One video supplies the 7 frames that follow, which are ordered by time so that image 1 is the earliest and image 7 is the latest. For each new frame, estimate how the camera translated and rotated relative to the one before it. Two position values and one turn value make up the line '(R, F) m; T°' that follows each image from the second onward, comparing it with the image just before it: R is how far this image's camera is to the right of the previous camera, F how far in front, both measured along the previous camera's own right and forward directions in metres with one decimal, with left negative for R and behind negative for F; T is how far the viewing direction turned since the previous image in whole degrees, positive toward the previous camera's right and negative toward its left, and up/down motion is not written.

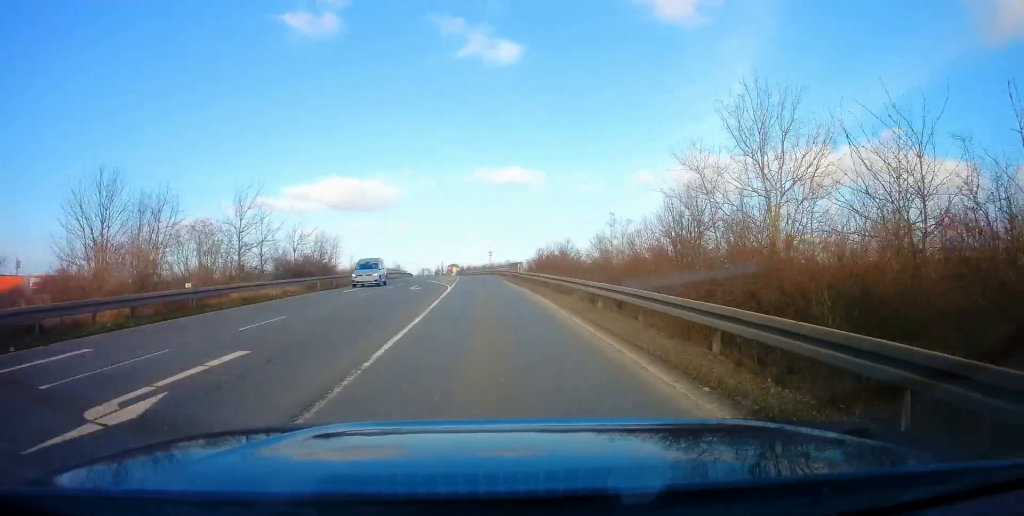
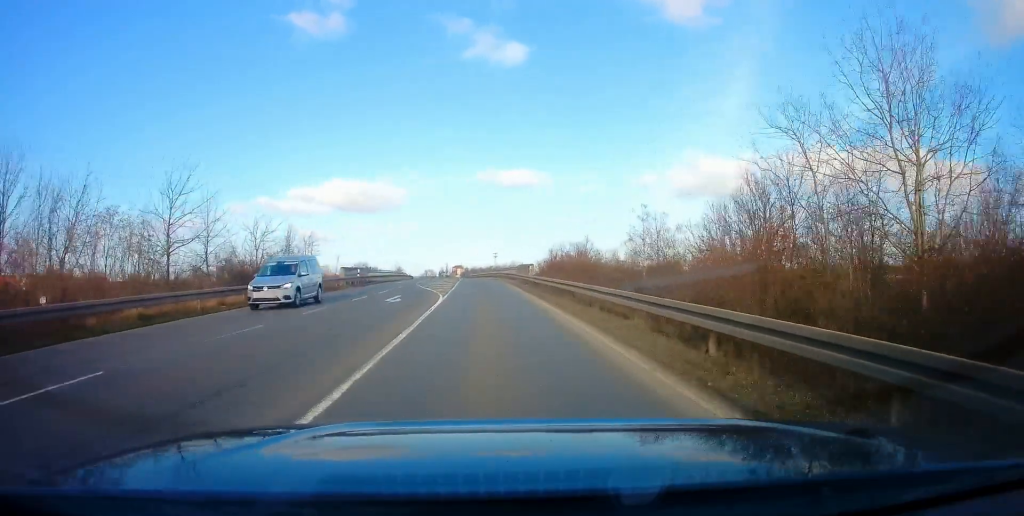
(+0.1, +7.7) m; 0°
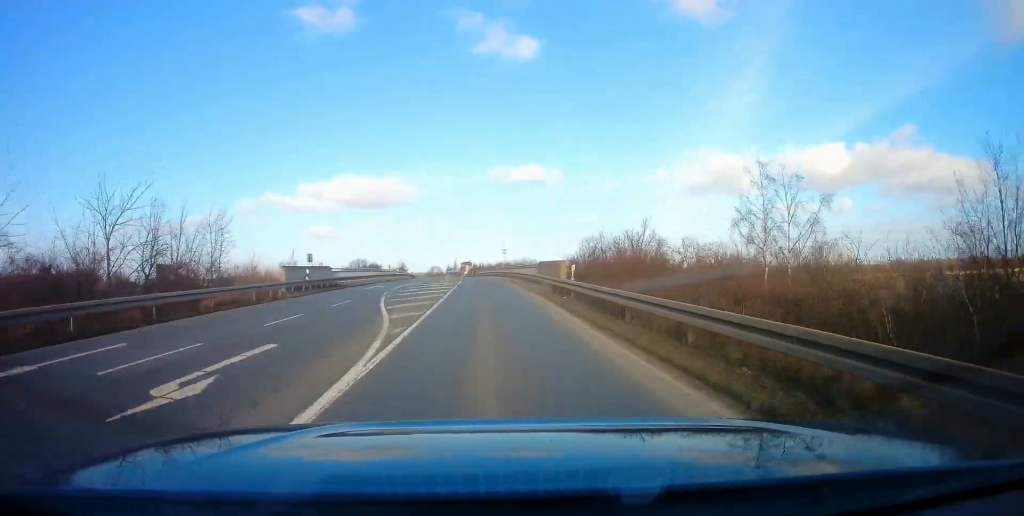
(-0.3, +15.0) m; -1°
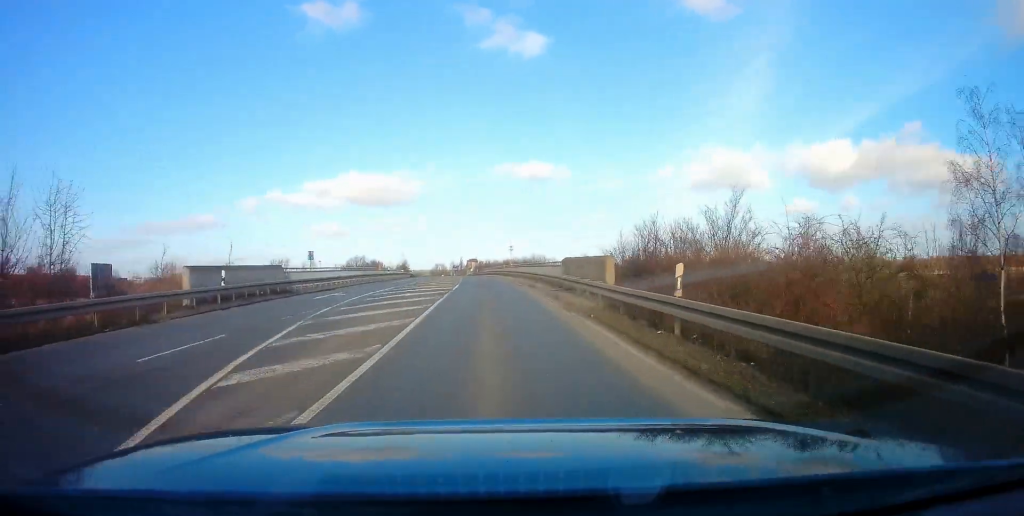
(0.0, +11.1) m; -1°
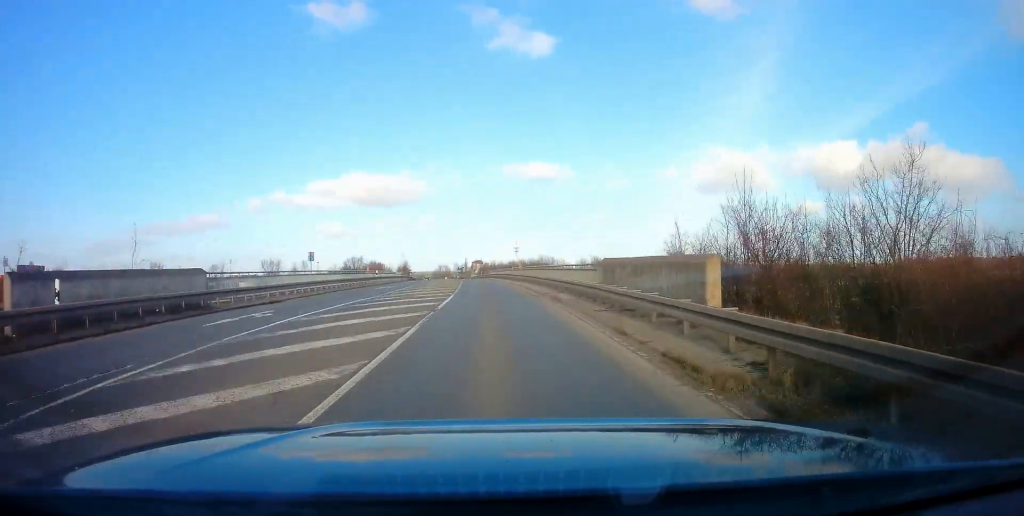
(+0.1, +9.5) m; -1°
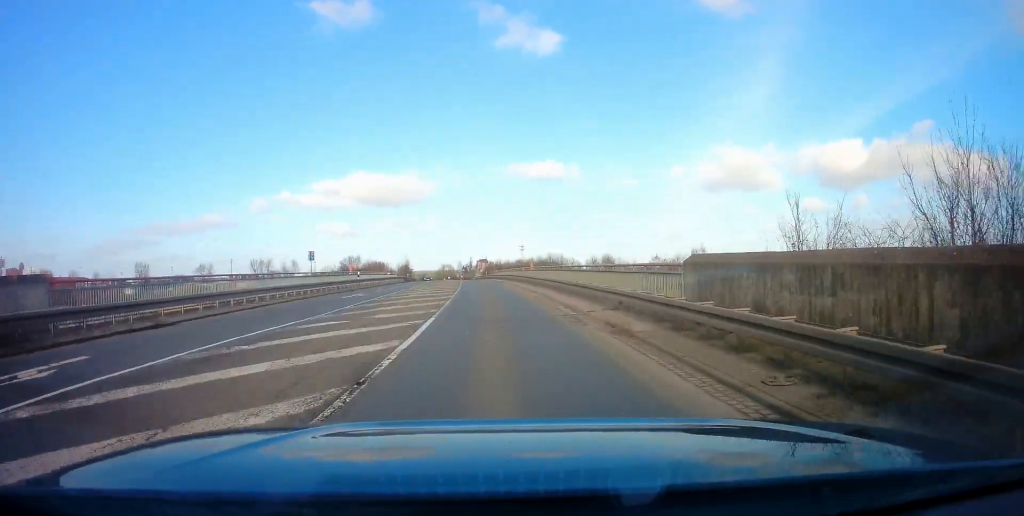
(-0.2, +9.6) m; -1°
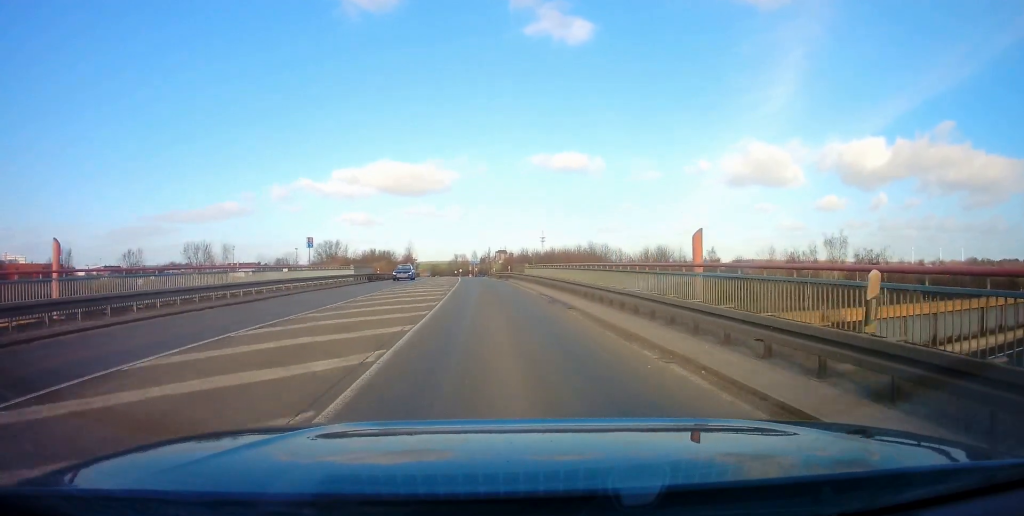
(-0.6, +37.9) m; -2°
